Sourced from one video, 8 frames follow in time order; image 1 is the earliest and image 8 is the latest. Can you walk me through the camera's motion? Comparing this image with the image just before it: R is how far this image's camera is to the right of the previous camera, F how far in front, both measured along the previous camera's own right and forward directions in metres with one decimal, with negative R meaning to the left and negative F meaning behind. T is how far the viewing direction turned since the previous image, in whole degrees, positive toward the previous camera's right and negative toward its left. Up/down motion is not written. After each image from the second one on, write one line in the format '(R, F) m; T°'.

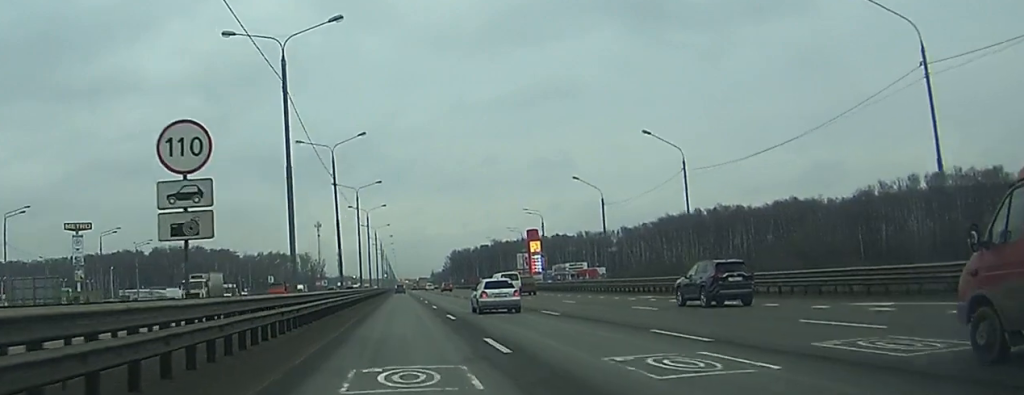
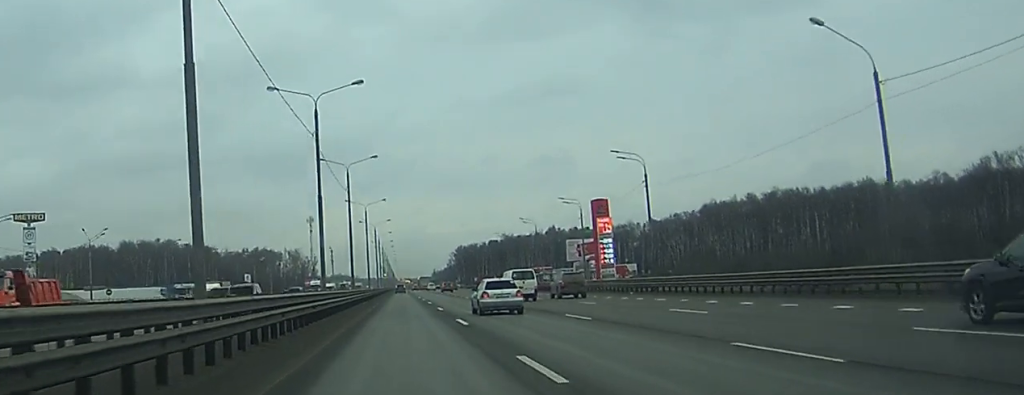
(+0.1, +53.2) m; 0°
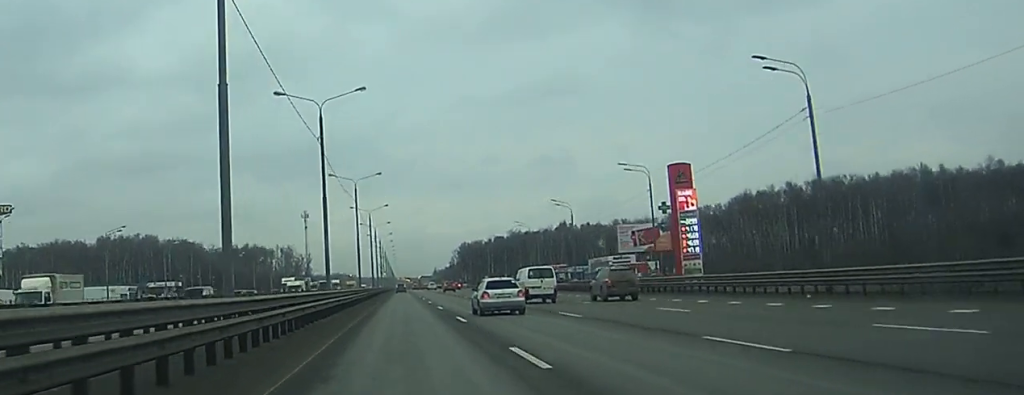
(0.0, +30.3) m; 0°
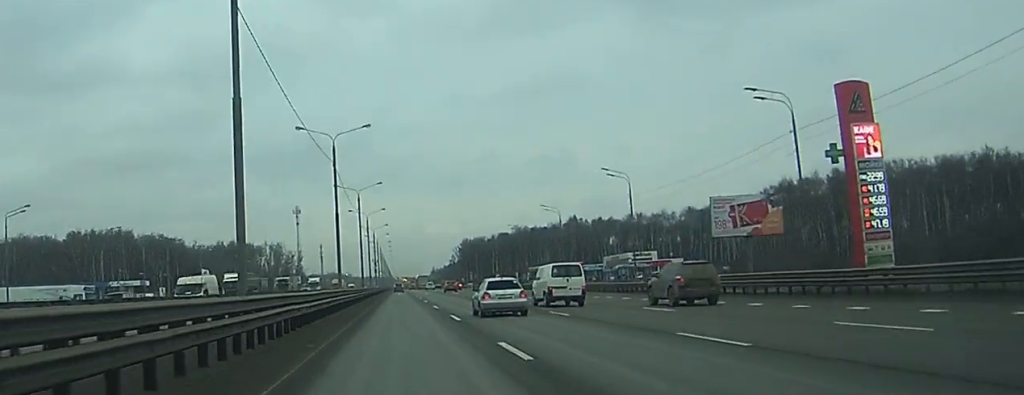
(+0.1, +30.4) m; 0°
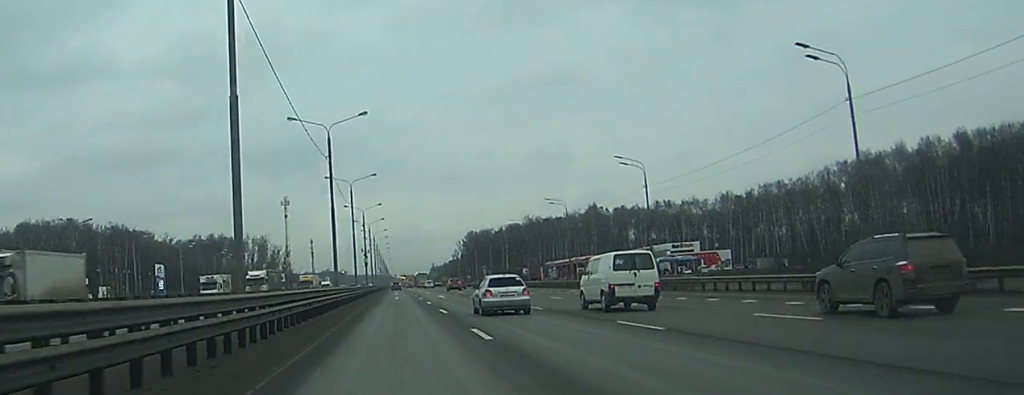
(0.0, +43.8) m; 0°
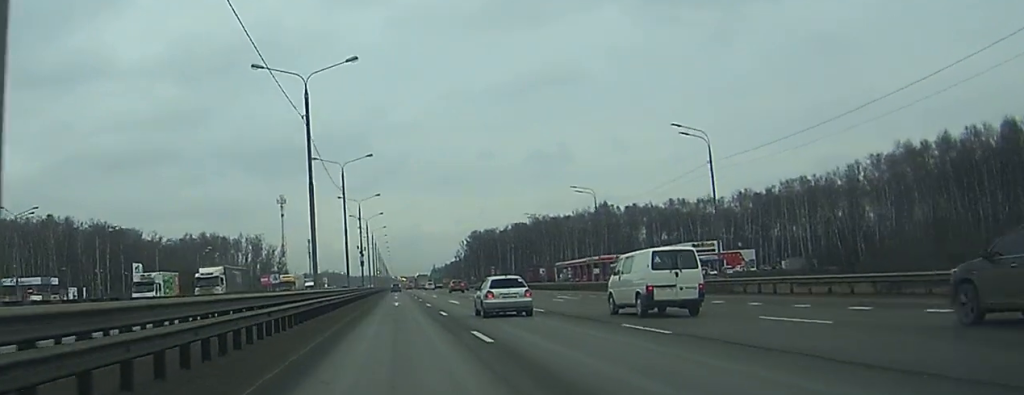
(0.0, +16.3) m; 0°
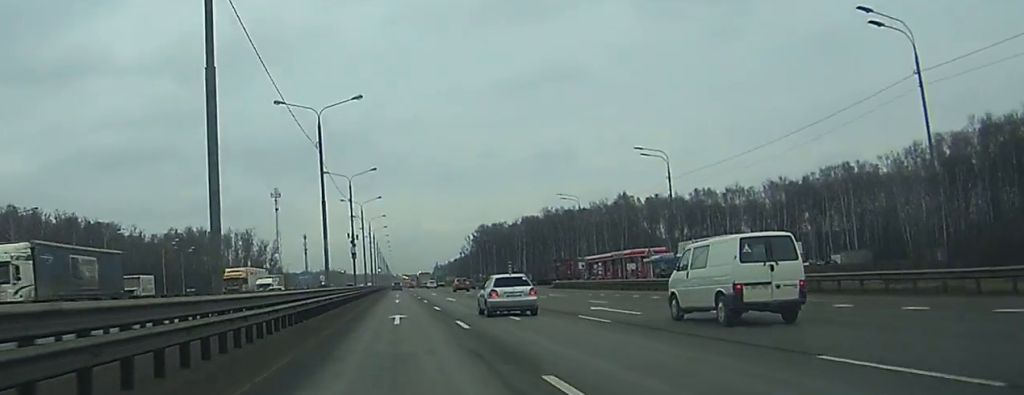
(0.0, +27.5) m; 0°
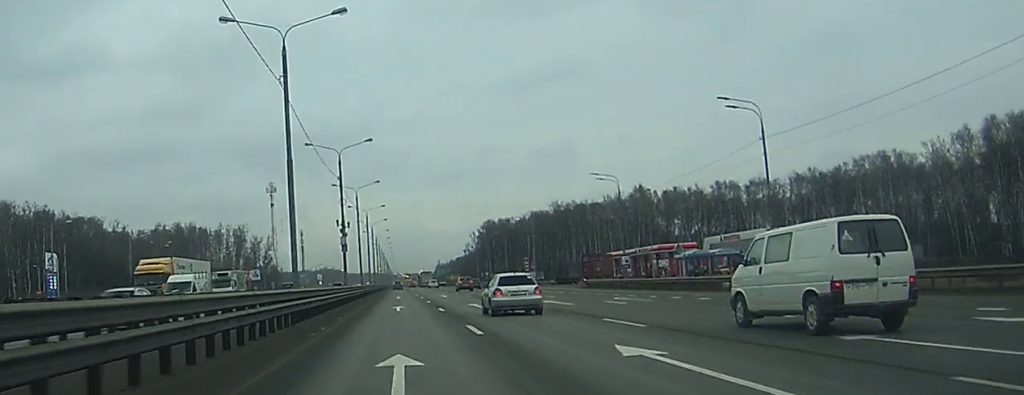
(0.0, +19.3) m; 0°
